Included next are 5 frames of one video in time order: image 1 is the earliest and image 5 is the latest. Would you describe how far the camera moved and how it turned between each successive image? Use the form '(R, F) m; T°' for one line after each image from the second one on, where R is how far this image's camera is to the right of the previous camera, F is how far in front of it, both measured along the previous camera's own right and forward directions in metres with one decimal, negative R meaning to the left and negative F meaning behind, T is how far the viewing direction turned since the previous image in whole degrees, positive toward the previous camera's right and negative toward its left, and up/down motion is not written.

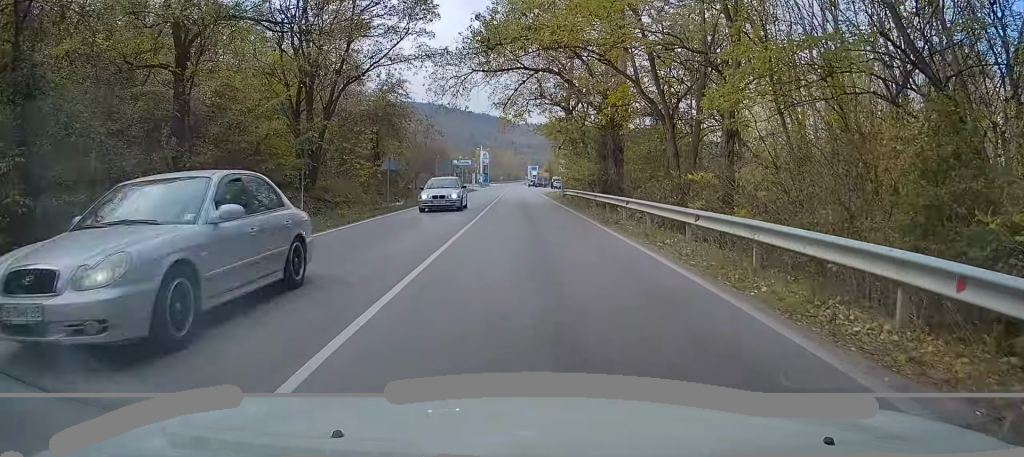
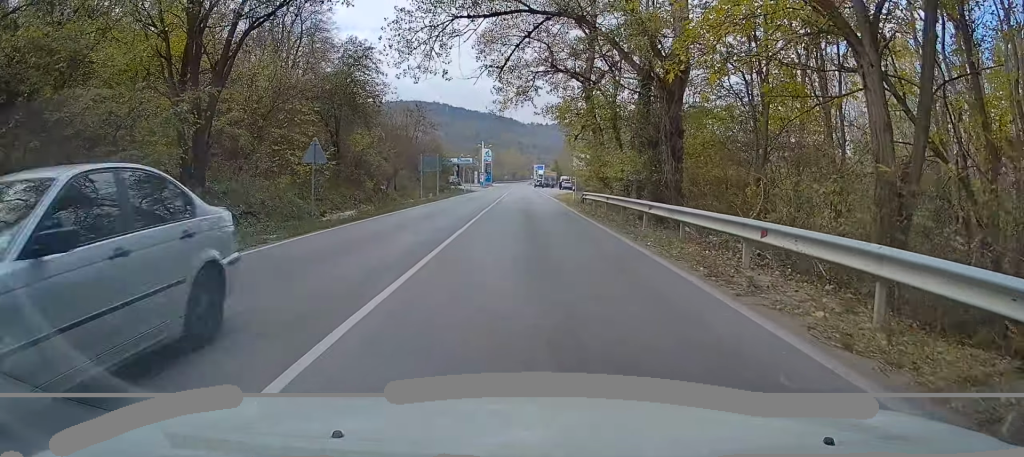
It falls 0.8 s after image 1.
(-0.3, +11.7) m; +1°
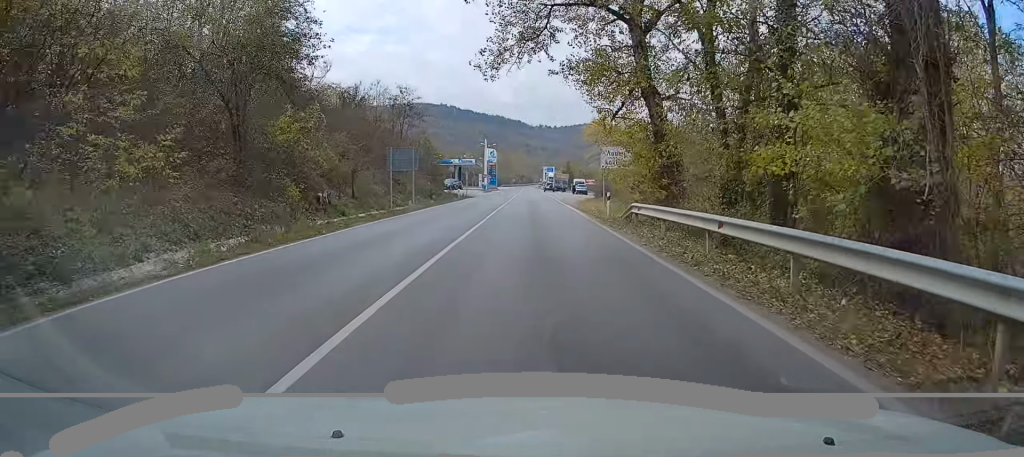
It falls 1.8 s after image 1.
(+0.5, +14.1) m; 0°
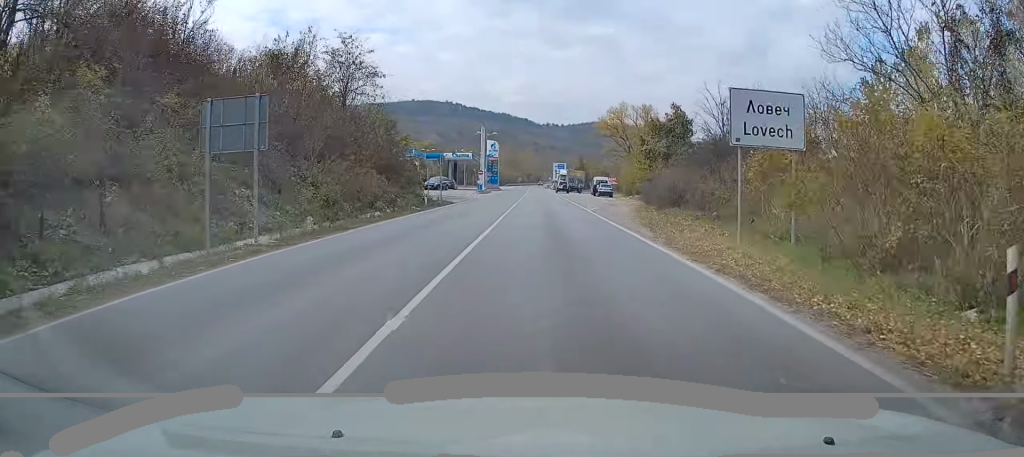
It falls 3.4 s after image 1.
(-1.0, +22.3) m; -3°
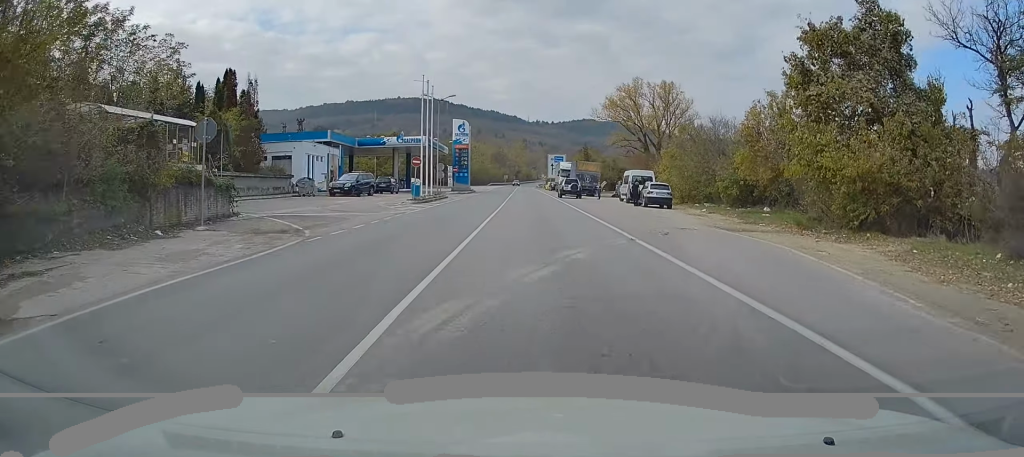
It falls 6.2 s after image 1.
(+0.6, +36.8) m; +1°
